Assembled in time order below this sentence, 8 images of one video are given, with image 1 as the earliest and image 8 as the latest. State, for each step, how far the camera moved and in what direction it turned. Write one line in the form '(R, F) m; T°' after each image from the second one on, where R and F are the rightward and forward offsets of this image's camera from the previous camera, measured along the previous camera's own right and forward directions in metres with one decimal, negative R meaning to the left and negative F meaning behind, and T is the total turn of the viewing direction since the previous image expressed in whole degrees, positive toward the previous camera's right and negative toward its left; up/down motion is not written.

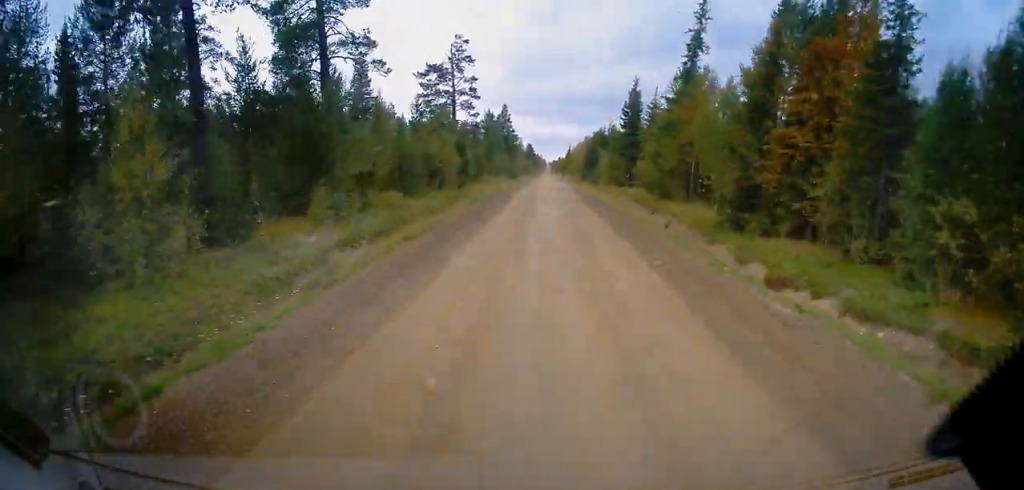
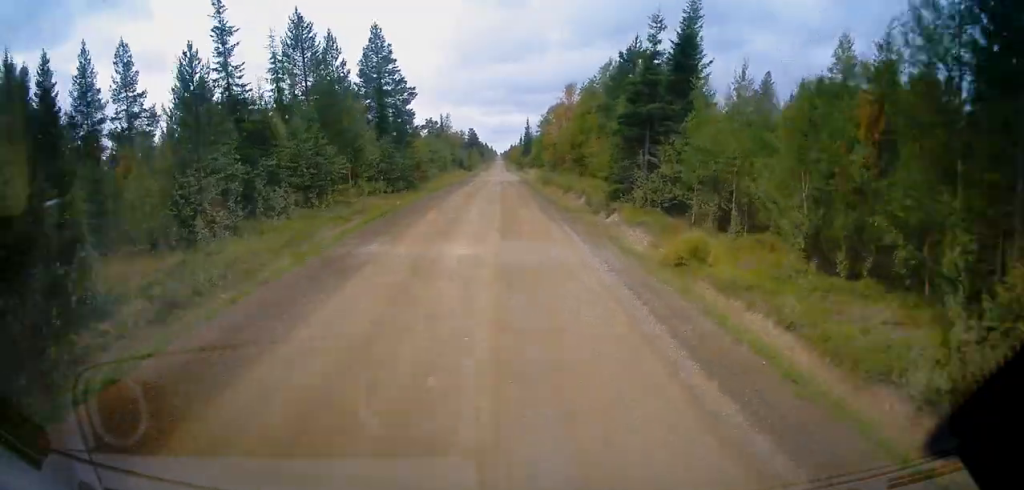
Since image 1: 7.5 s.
(+0.8, +66.0) m; -1°
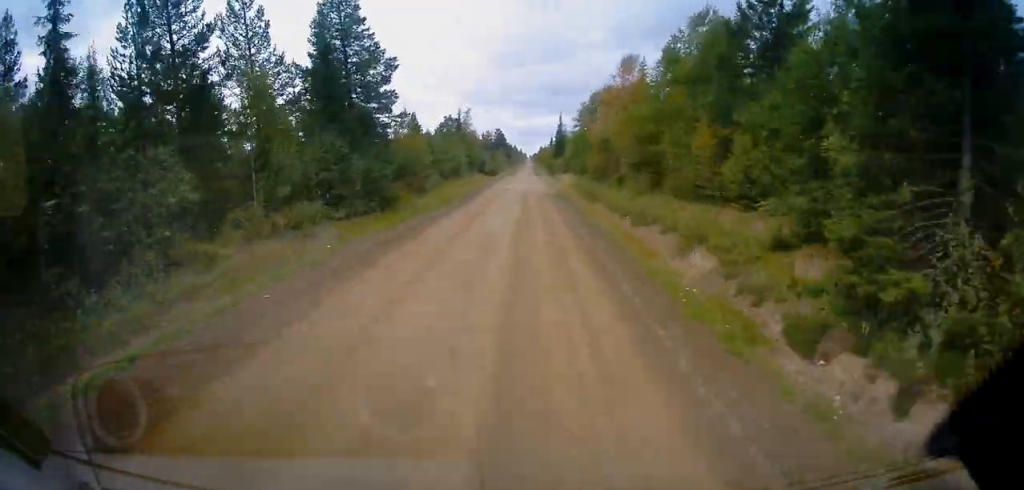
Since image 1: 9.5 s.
(-0.3, +17.7) m; 0°
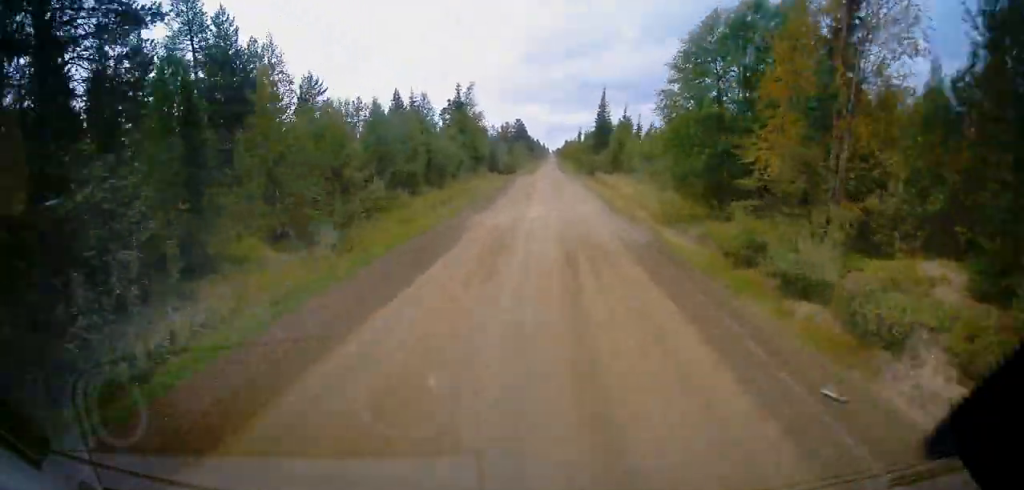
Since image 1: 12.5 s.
(-0.9, +27.4) m; 0°
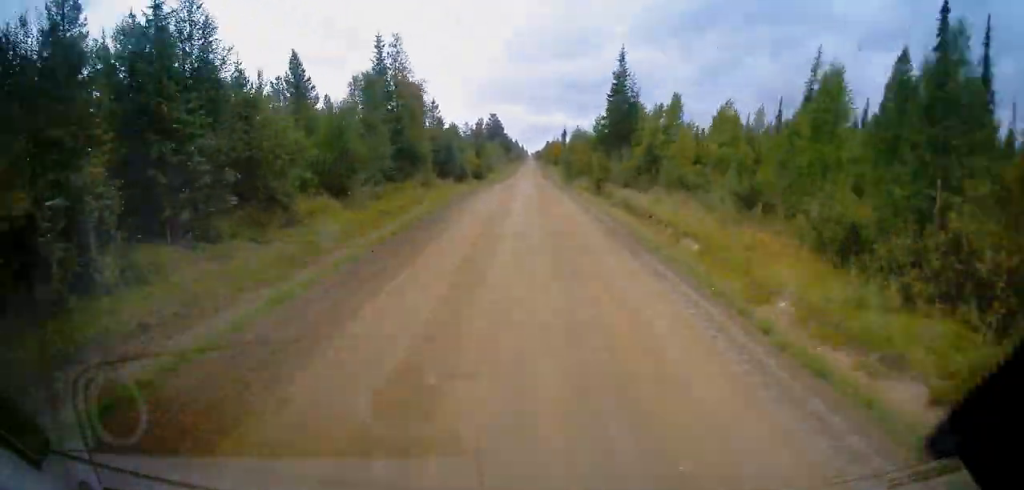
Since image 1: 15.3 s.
(+0.7, +27.5) m; +1°
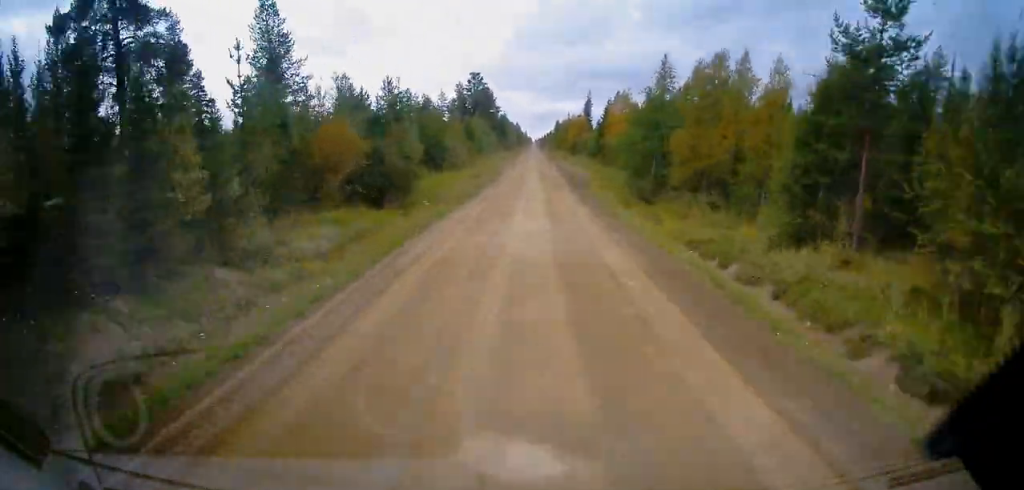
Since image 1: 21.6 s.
(+0.6, +63.9) m; +2°
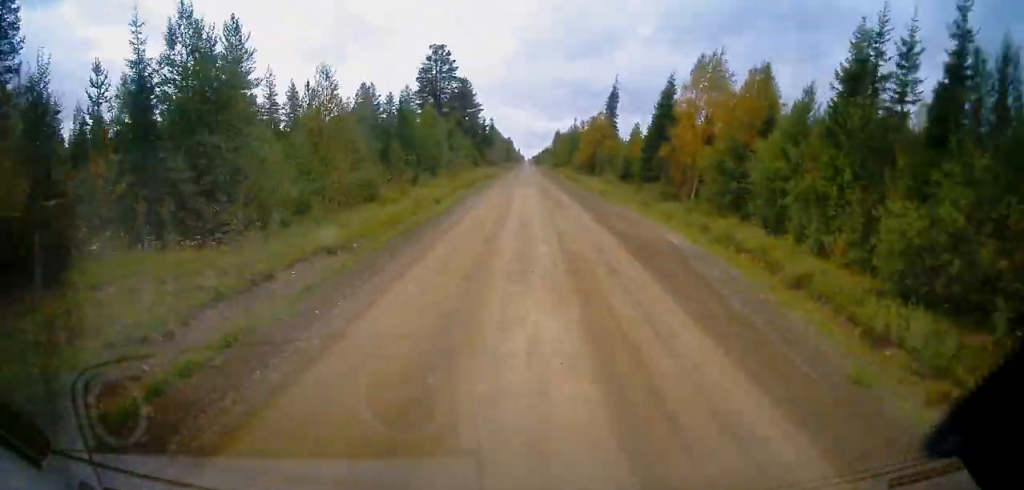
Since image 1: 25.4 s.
(+0.9, +42.2) m; +4°
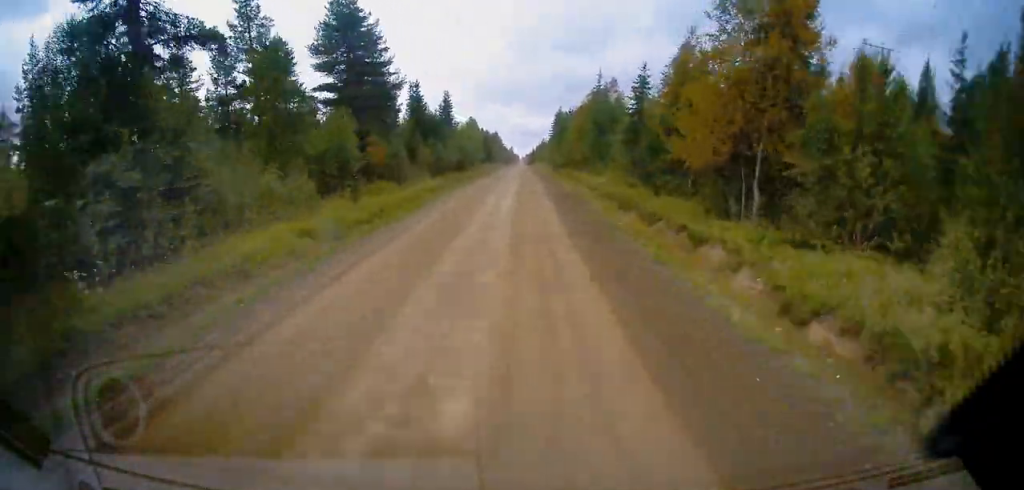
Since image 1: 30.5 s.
(+3.8, +60.0) m; +3°
